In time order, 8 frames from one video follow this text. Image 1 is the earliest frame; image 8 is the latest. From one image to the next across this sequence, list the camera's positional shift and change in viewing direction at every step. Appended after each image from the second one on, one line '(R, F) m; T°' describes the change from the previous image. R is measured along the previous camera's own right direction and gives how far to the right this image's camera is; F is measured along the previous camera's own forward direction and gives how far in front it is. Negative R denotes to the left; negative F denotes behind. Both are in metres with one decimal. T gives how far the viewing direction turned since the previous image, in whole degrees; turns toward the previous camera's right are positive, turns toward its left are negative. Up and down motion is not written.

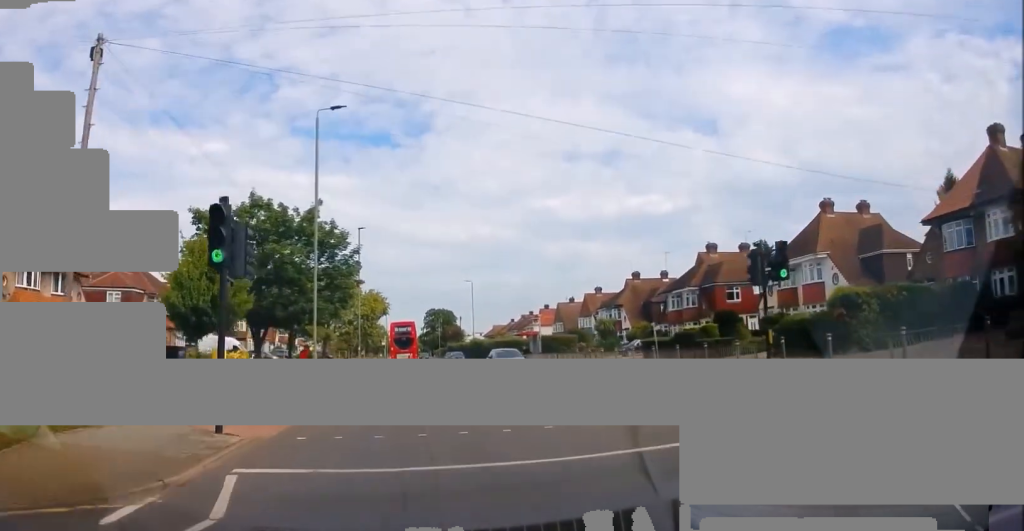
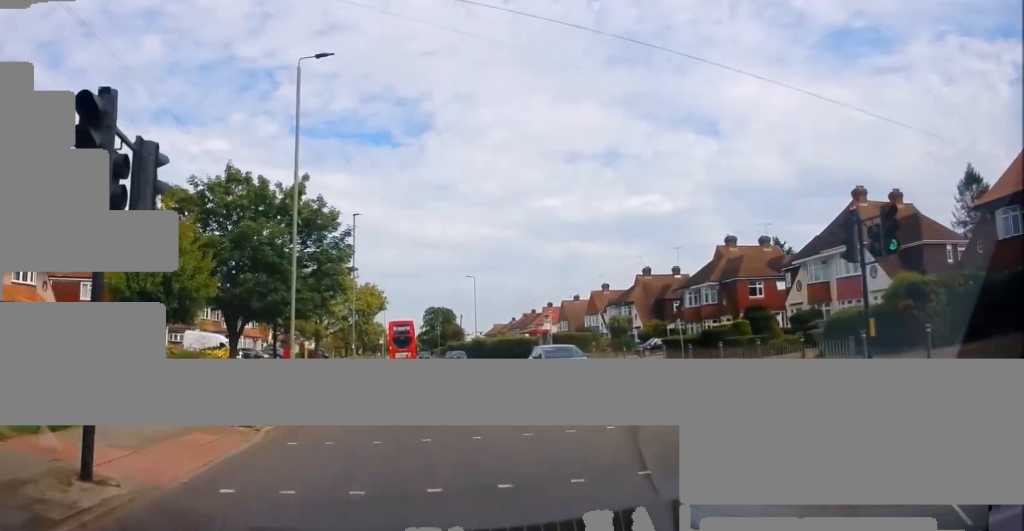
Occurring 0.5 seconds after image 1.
(-0.2, +4.7) m; -1°
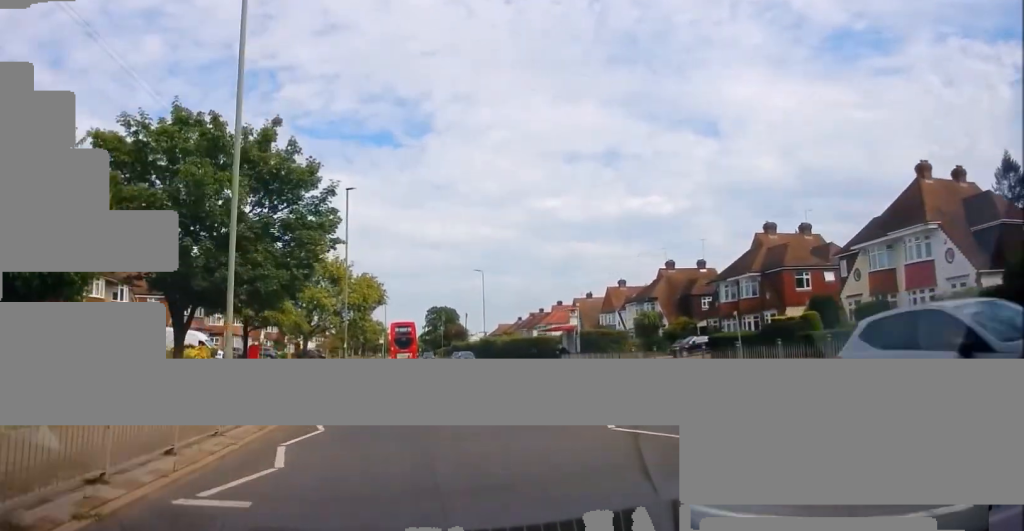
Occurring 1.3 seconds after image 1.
(0.0, +7.7) m; +1°
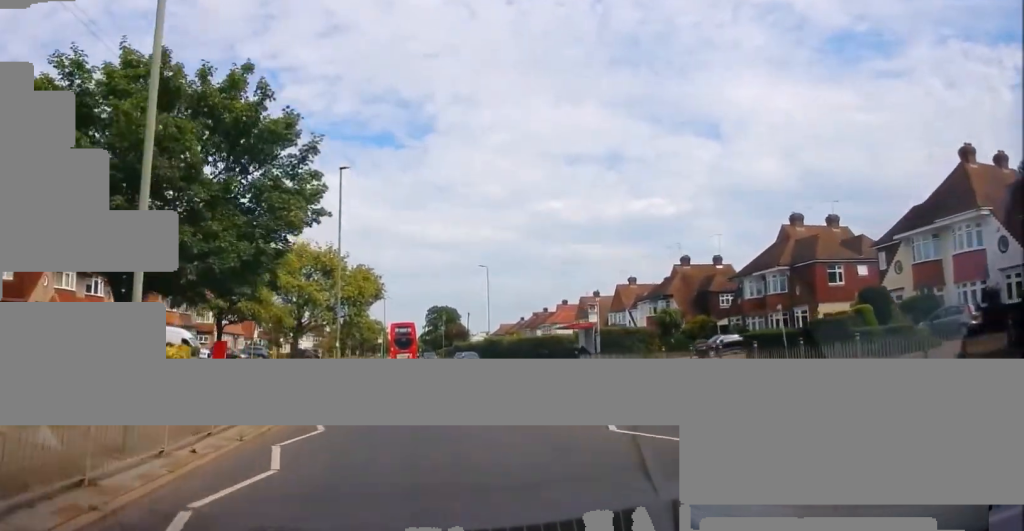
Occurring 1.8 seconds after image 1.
(0.0, +4.5) m; +1°
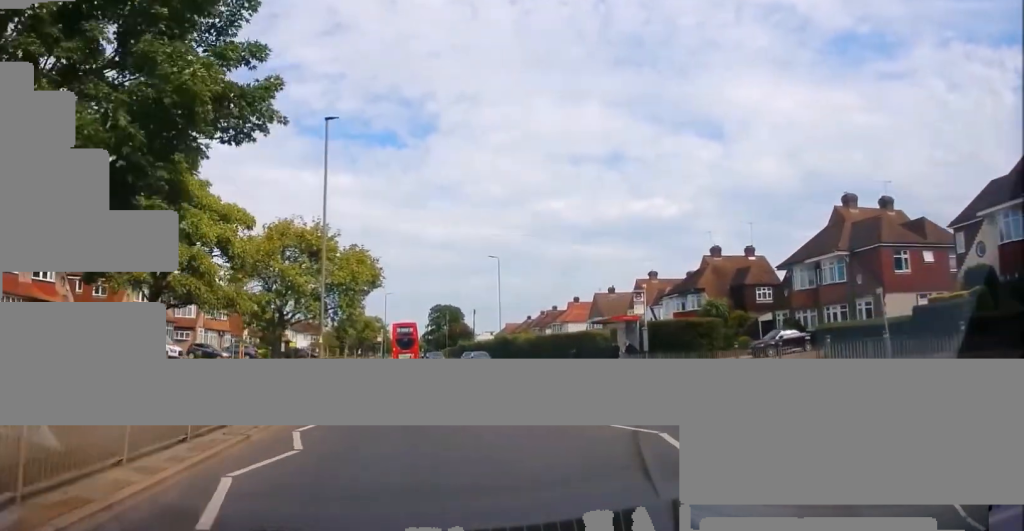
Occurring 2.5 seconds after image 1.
(+0.2, +7.8) m; -1°
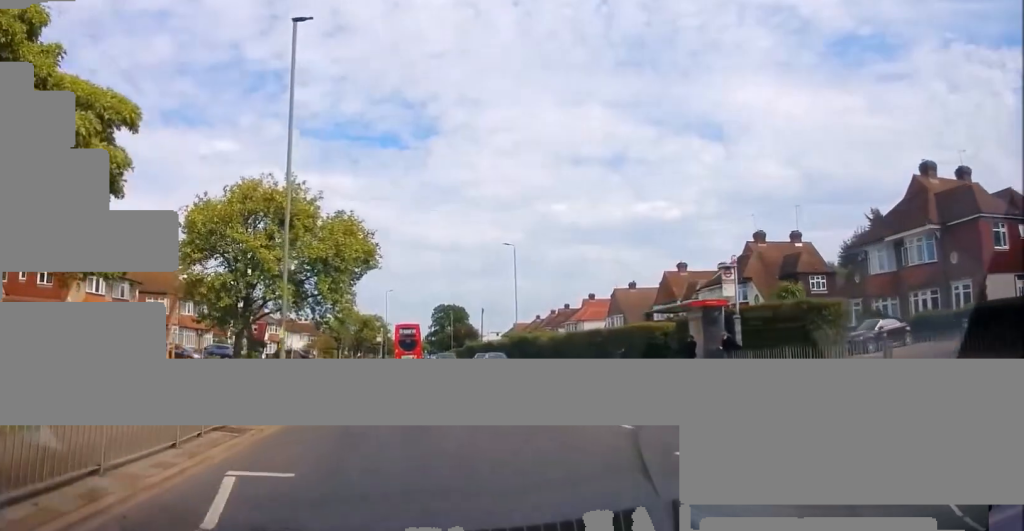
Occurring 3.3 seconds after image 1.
(-0.2, +8.9) m; -1°
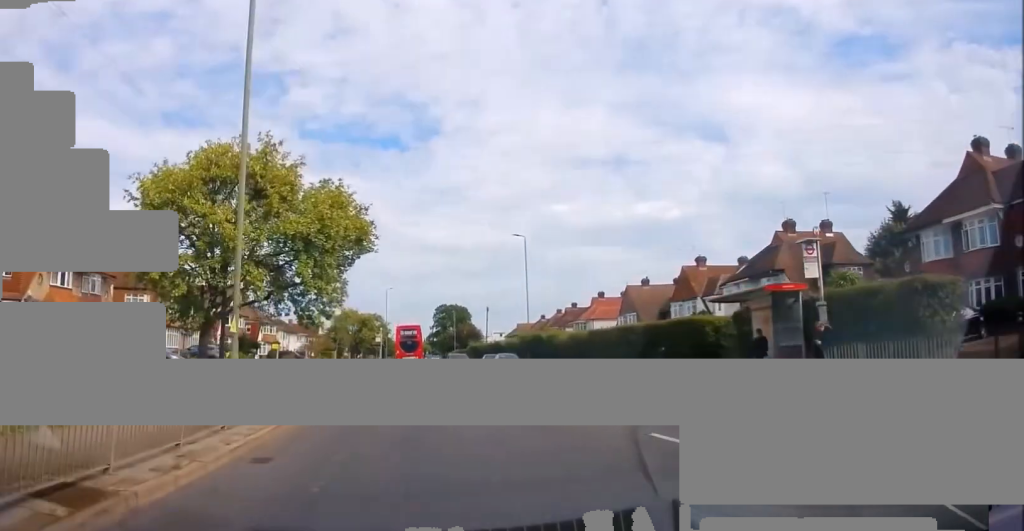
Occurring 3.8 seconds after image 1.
(-0.1, +5.0) m; -1°
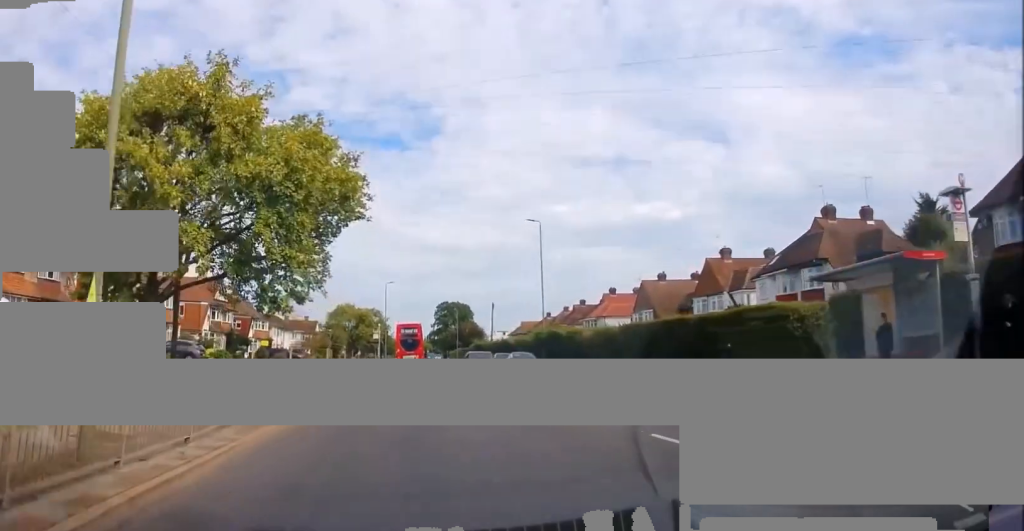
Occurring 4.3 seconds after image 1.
(0.0, +6.0) m; 0°
